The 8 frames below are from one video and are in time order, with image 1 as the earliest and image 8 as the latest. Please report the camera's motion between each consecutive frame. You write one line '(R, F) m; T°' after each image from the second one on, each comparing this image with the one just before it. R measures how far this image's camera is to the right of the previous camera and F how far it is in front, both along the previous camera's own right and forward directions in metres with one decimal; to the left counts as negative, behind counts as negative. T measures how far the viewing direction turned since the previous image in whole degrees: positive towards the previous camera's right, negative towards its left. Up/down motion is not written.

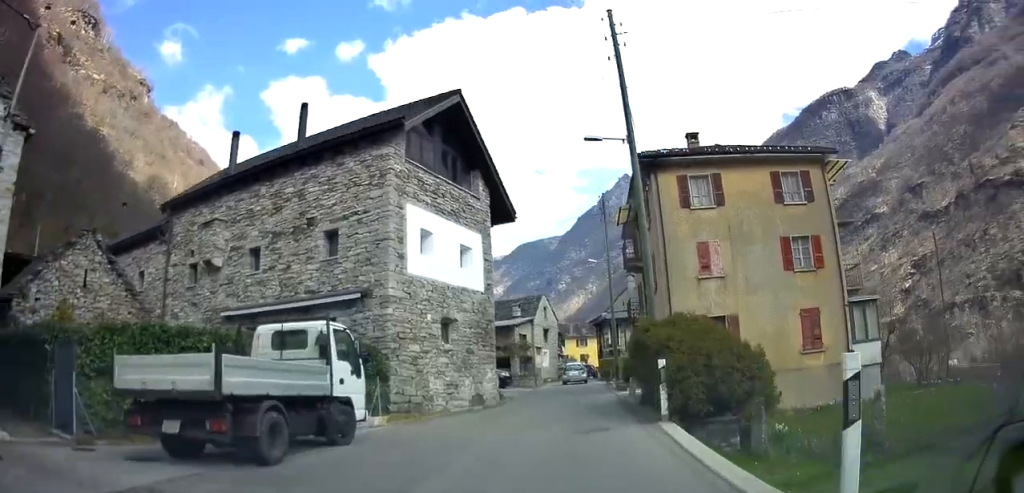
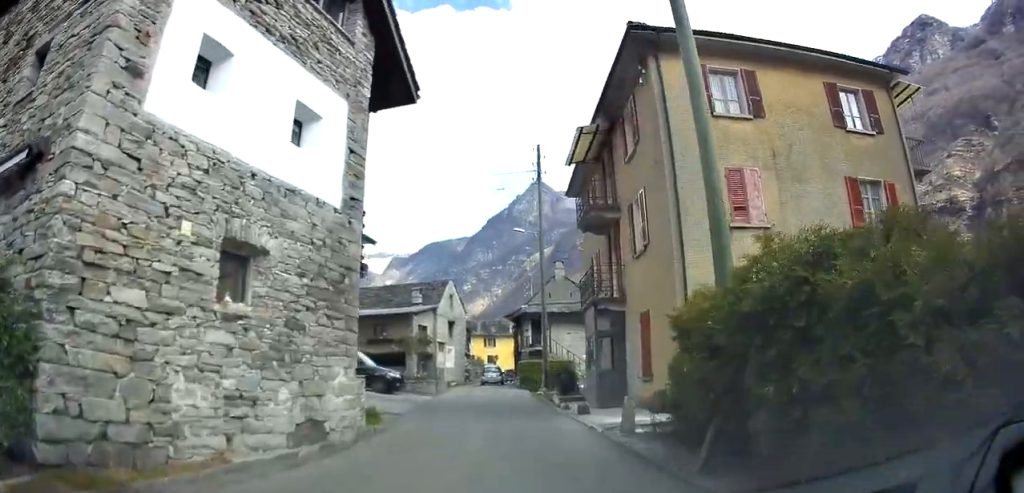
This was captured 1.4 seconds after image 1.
(+1.1, +10.4) m; +7°
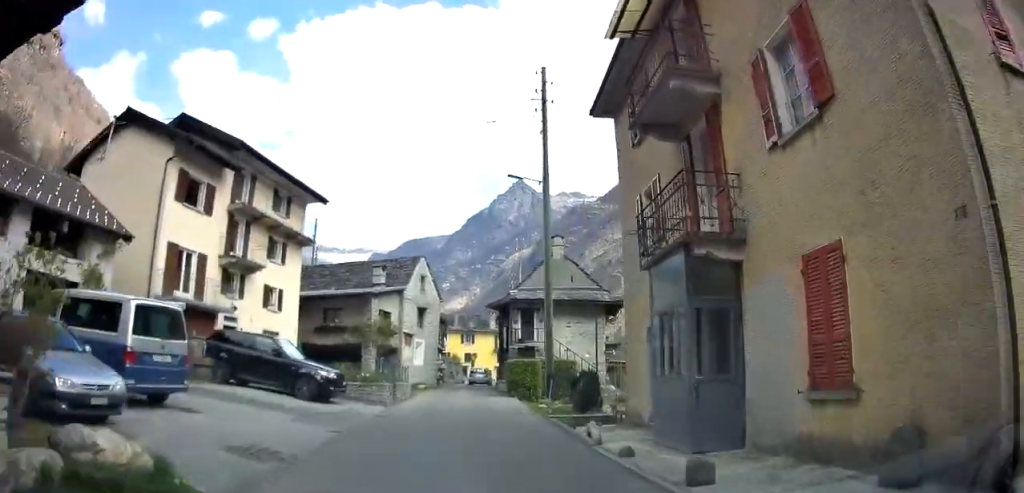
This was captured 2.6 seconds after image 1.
(+0.3, +8.8) m; +4°
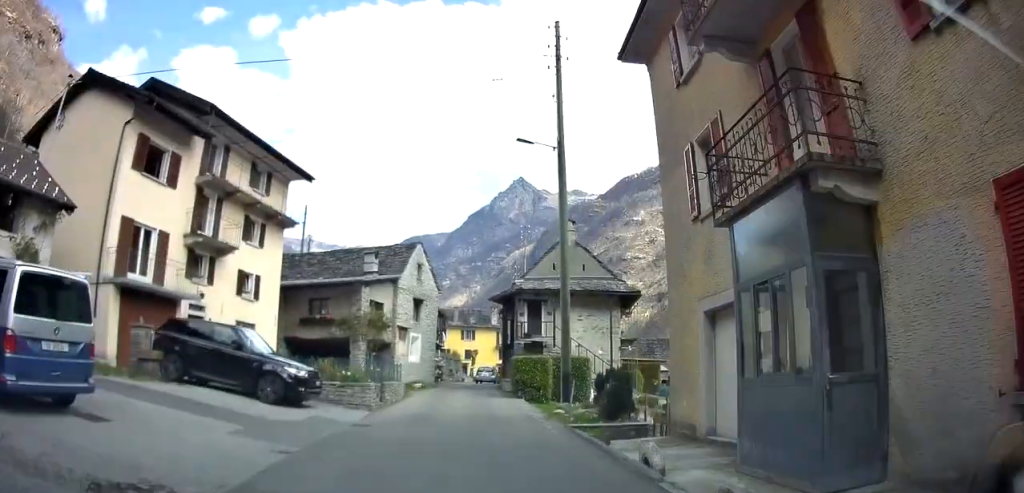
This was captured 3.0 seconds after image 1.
(0.0, +3.1) m; +2°
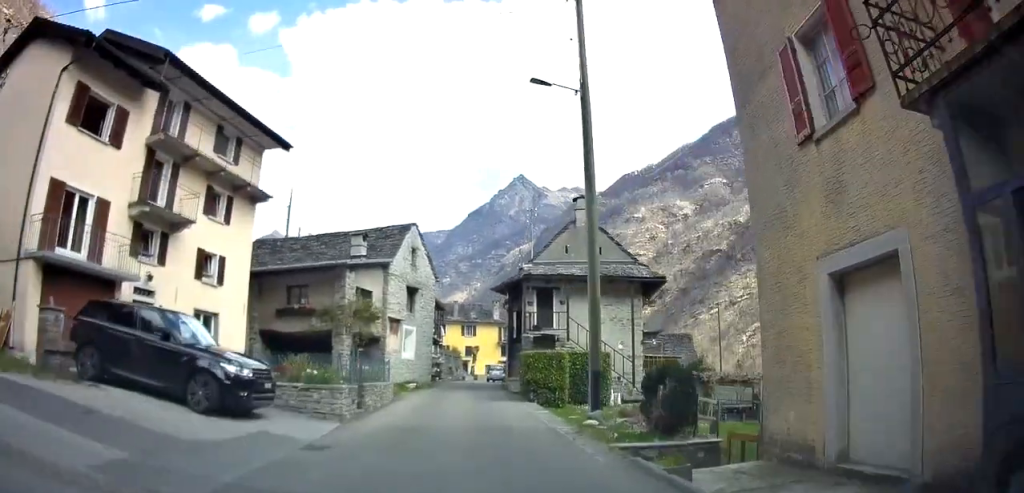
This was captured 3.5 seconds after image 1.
(+0.1, +3.9) m; -1°
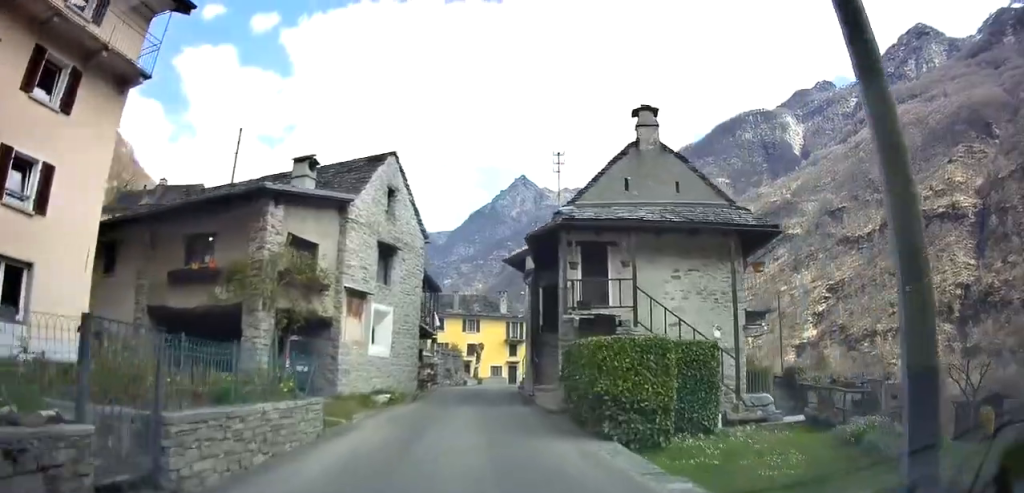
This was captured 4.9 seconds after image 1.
(-0.3, +10.0) m; -1°
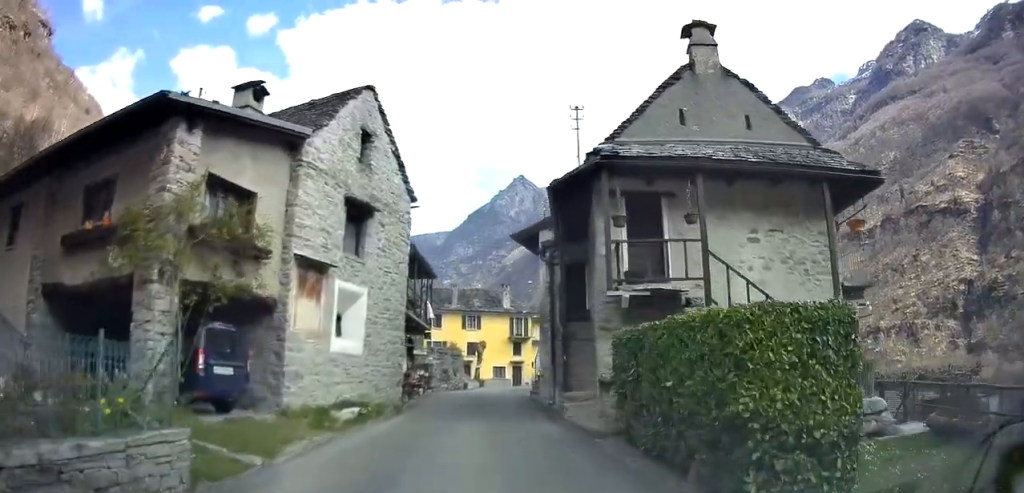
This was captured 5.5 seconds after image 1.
(+0.1, +4.9) m; +3°
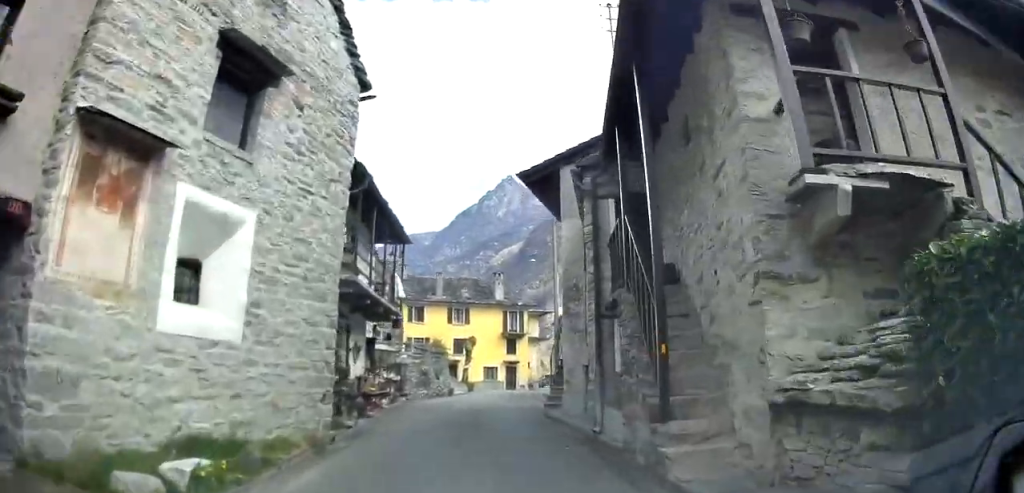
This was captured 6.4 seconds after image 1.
(+0.3, +6.4) m; +4°
